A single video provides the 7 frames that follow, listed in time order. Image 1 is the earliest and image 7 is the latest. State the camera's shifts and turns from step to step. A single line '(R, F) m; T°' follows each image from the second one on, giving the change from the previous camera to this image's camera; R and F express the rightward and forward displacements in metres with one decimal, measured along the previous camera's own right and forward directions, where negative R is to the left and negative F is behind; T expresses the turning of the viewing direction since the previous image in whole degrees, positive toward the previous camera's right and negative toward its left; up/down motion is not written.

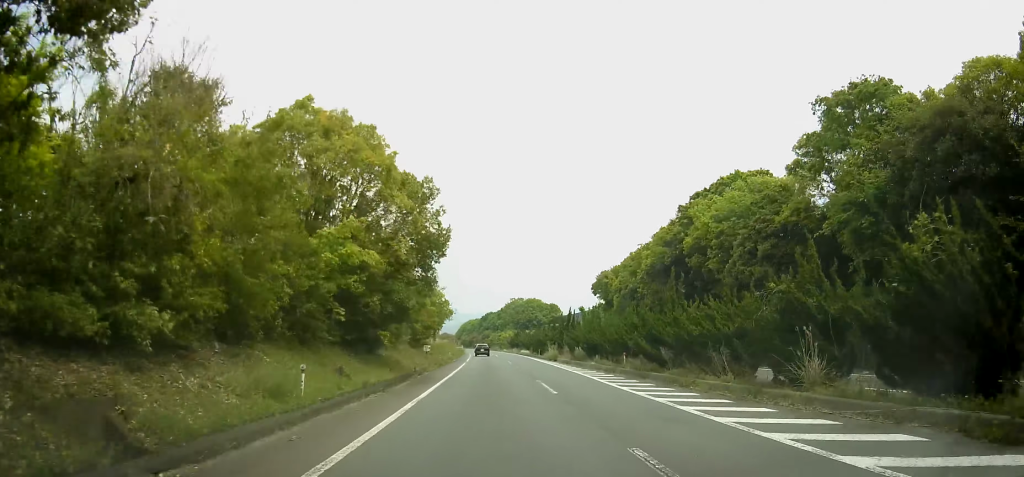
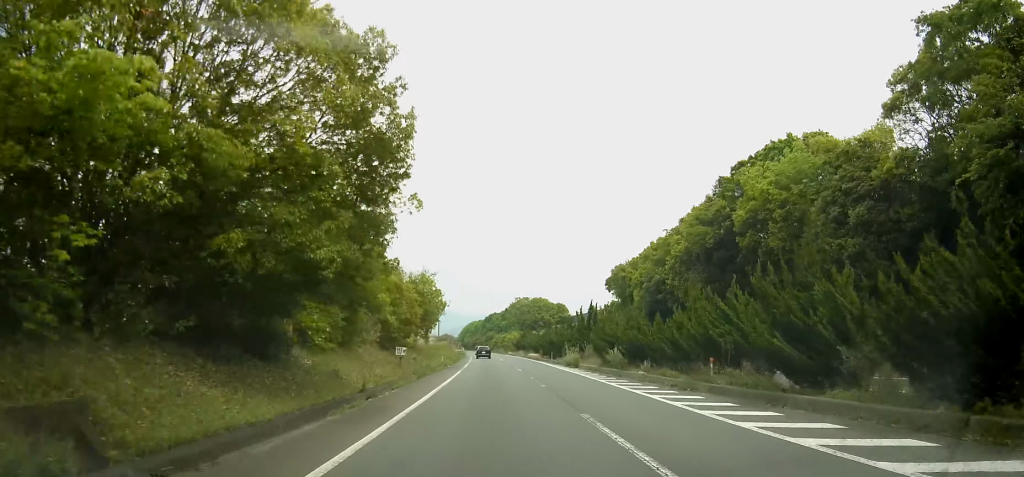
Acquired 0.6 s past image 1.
(0.0, +10.6) m; 0°
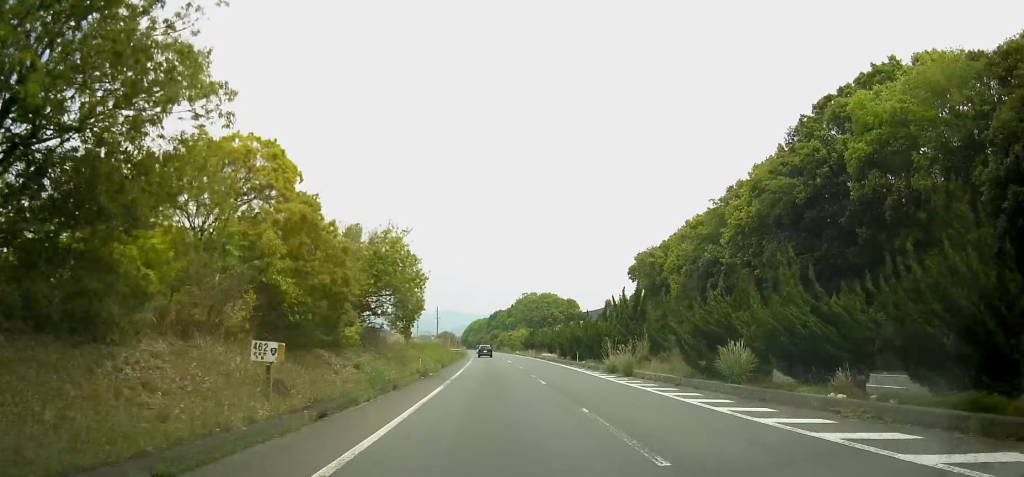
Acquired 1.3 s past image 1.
(-0.1, +14.3) m; -1°
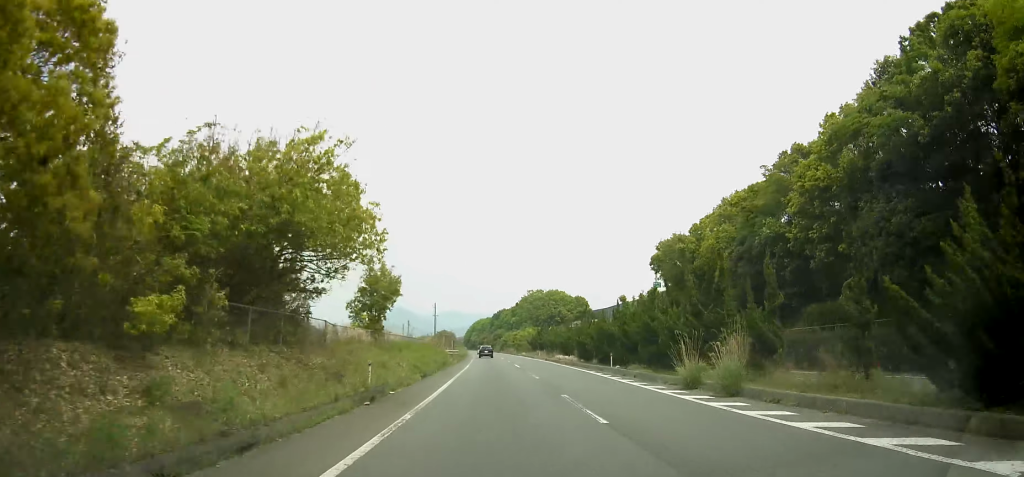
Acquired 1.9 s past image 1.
(0.0, +11.1) m; -1°
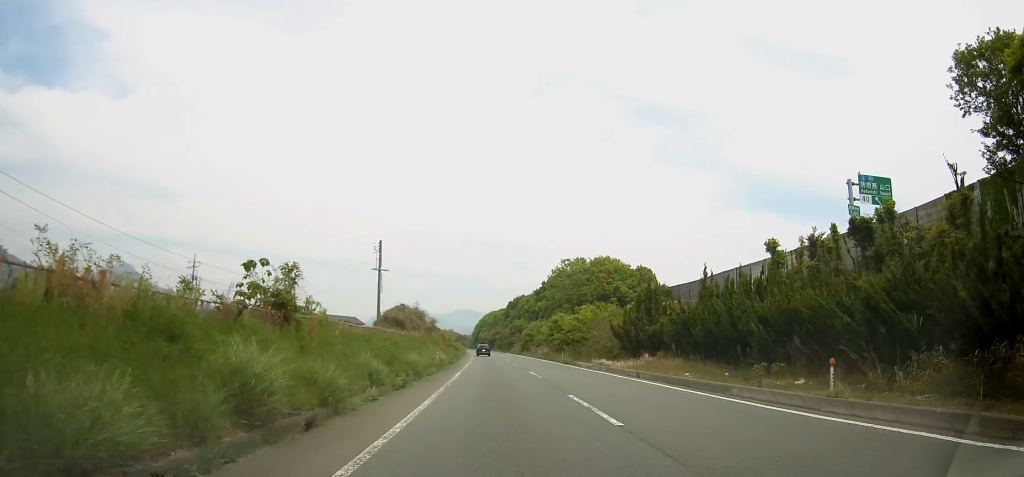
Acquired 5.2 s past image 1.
(-0.9, +60.3) m; -1°
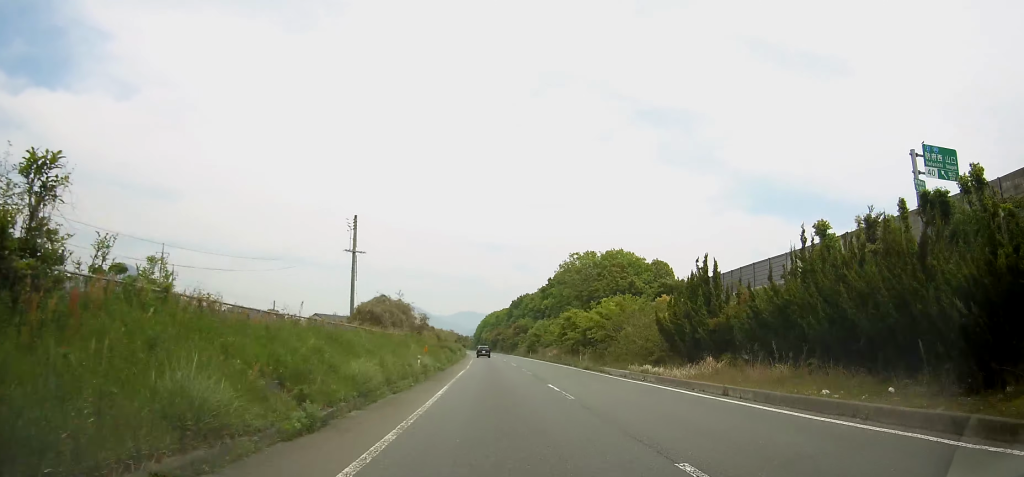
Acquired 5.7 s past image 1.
(0.0, +9.2) m; 0°
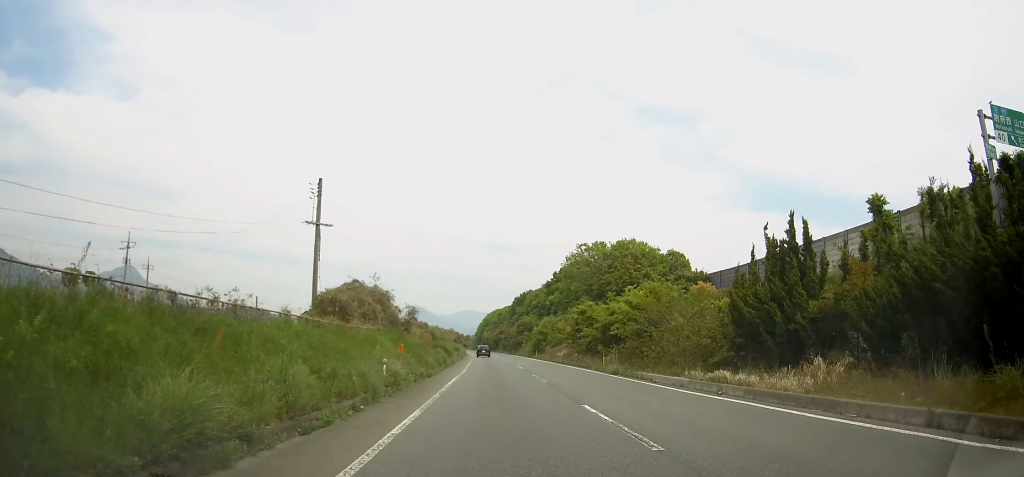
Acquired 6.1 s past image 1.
(0.0, +8.0) m; 0°
